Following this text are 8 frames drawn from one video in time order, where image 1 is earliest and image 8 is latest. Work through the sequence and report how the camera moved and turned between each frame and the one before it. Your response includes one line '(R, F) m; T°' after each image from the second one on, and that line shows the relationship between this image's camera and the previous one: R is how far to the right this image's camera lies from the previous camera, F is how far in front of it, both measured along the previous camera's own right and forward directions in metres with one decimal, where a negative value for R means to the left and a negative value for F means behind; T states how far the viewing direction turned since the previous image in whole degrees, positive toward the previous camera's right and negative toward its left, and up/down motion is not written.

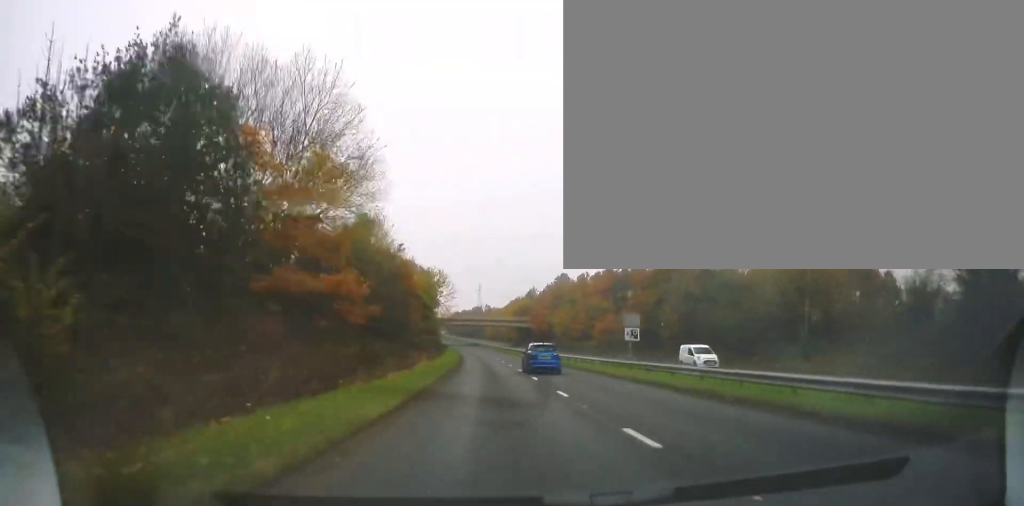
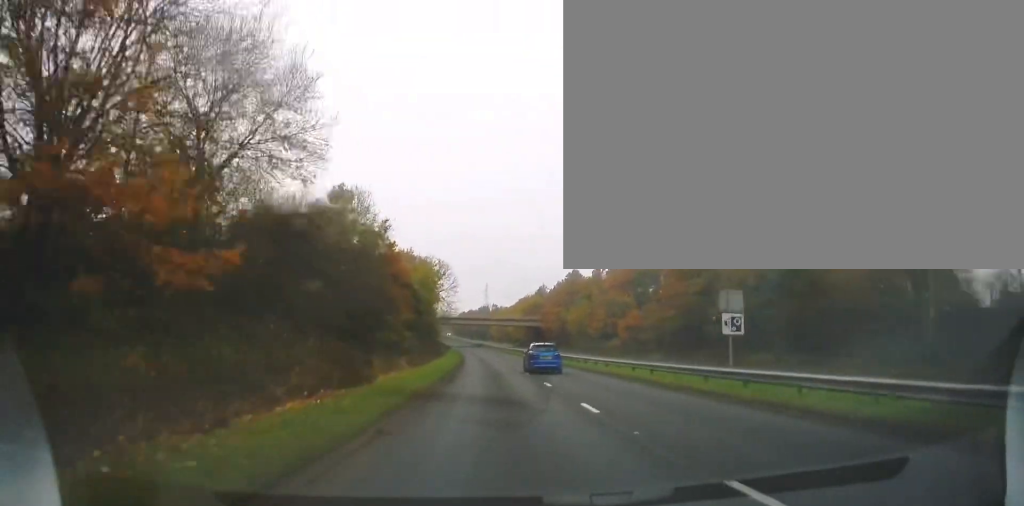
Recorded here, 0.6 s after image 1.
(-0.1, +12.9) m; -1°
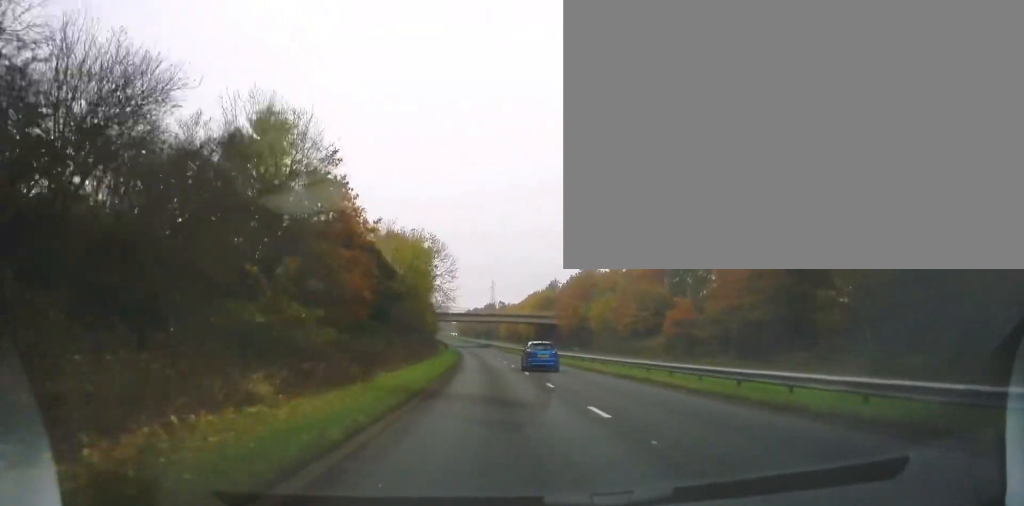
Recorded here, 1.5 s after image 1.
(-0.3, +18.7) m; -1°
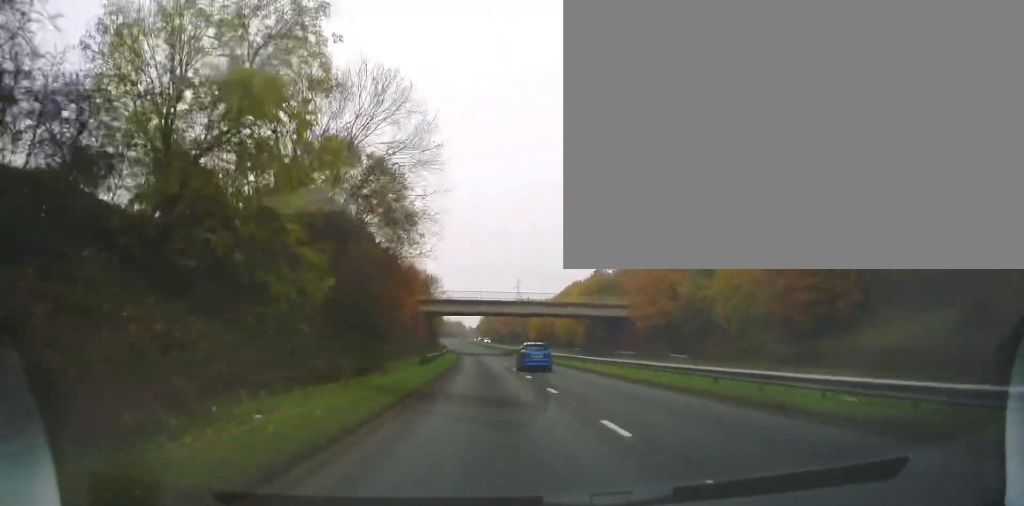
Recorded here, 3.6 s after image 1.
(-0.8, +45.9) m; -2°
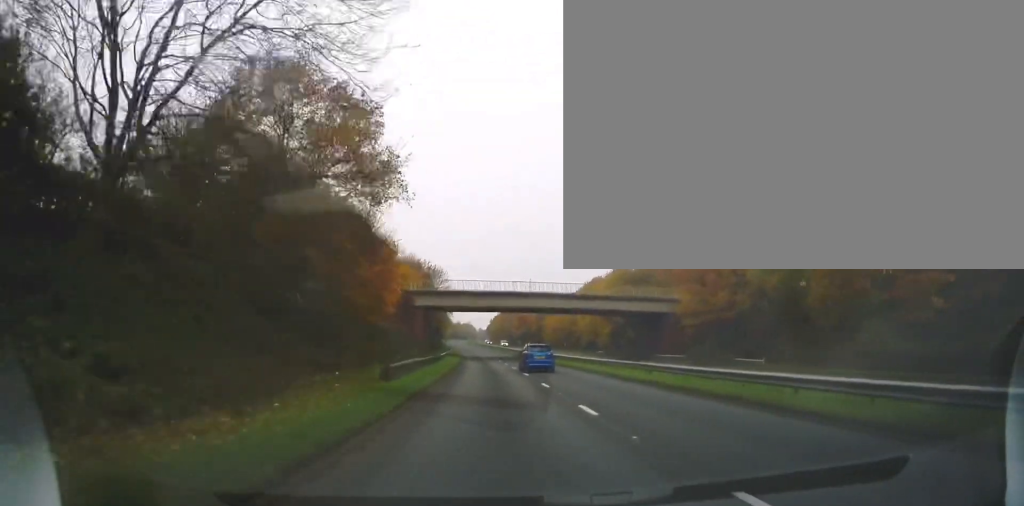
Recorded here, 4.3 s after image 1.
(-0.1, +14.4) m; -1°
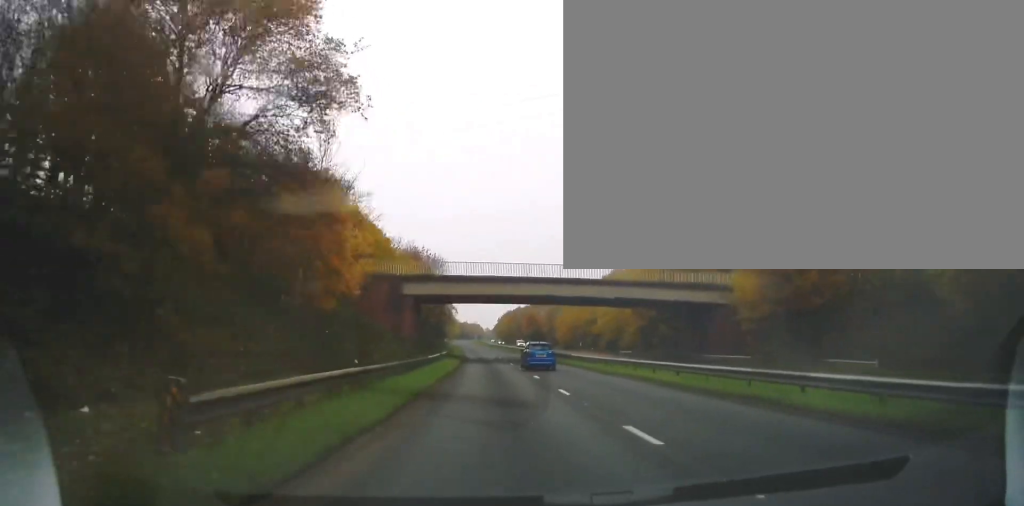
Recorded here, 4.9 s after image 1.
(-0.1, +12.9) m; -1°
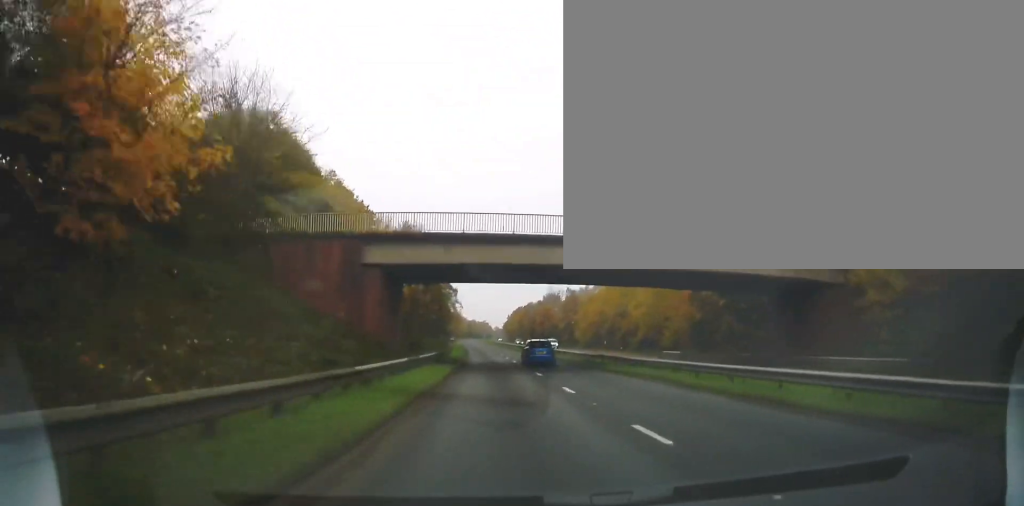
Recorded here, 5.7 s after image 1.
(0.0, +17.8) m; -2°
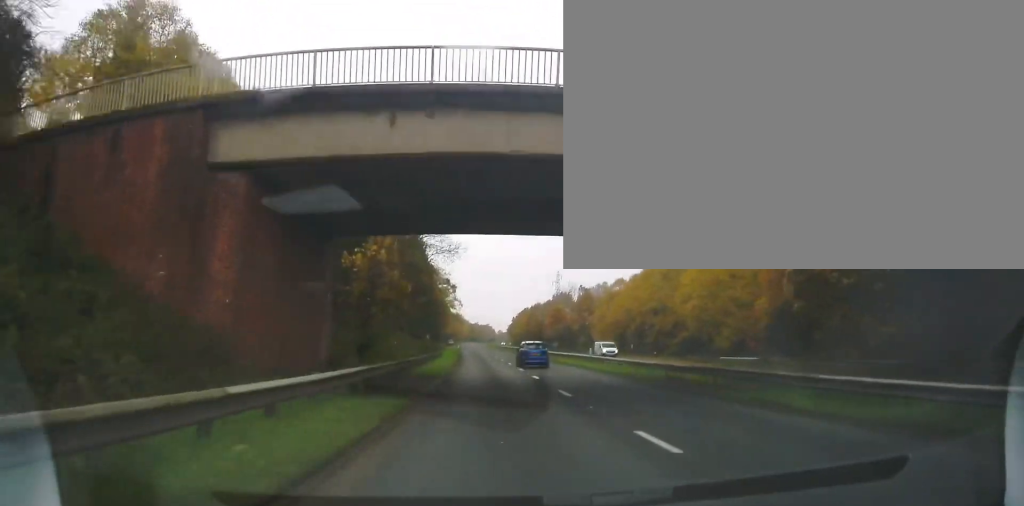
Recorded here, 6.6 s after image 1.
(-0.5, +18.1) m; 0°
